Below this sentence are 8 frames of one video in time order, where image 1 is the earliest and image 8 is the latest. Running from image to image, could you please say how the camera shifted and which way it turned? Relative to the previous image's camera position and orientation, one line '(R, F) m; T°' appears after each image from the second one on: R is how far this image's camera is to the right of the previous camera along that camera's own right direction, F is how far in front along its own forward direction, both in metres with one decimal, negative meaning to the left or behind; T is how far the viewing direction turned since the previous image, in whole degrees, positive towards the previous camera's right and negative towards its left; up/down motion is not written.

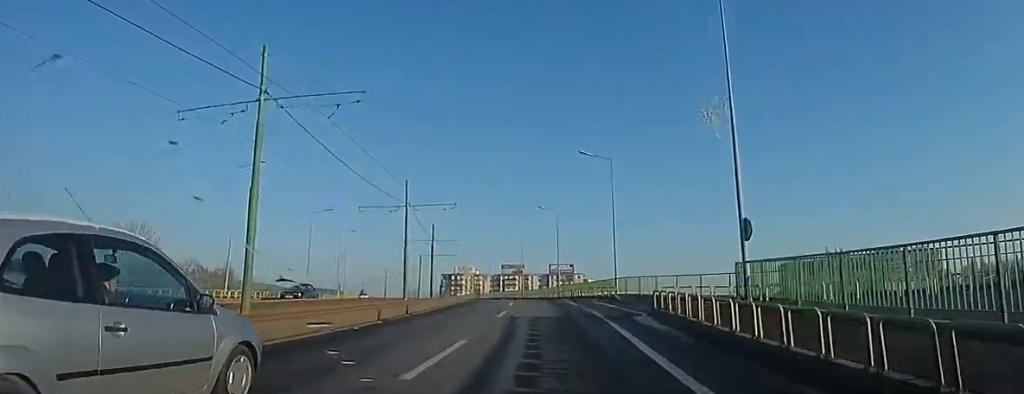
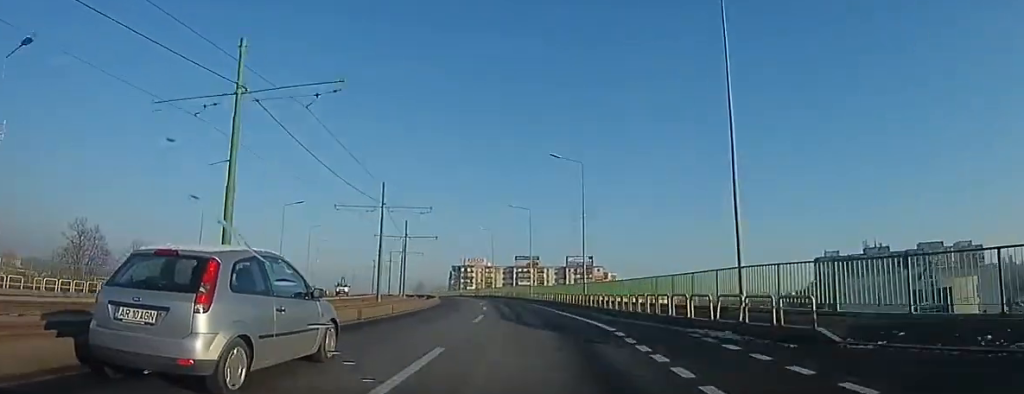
(-0.5, +22.4) m; -3°
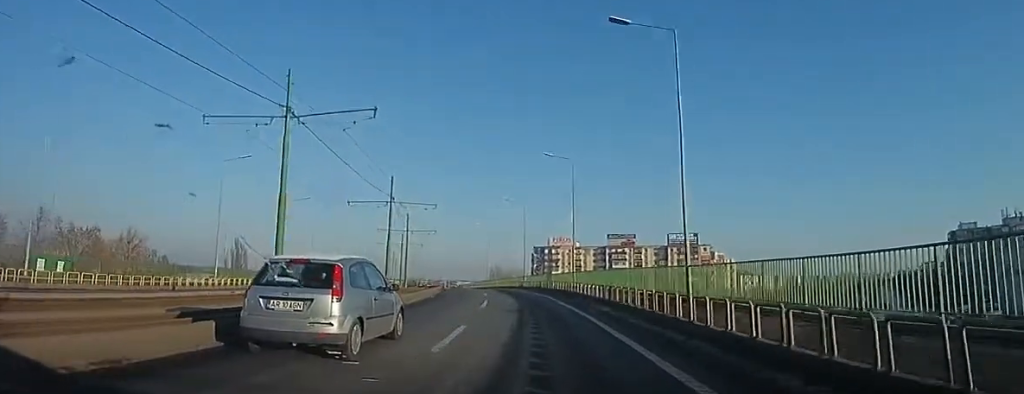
(-1.4, +40.4) m; -6°
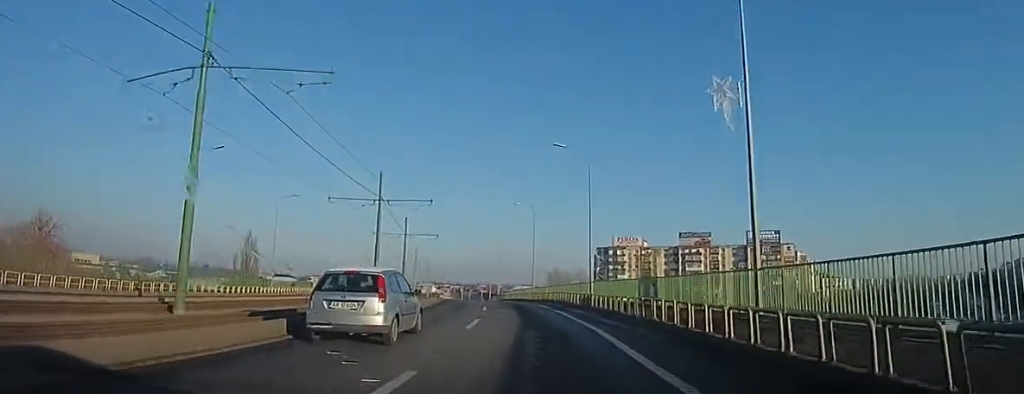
(-2.0, +27.3) m; -6°
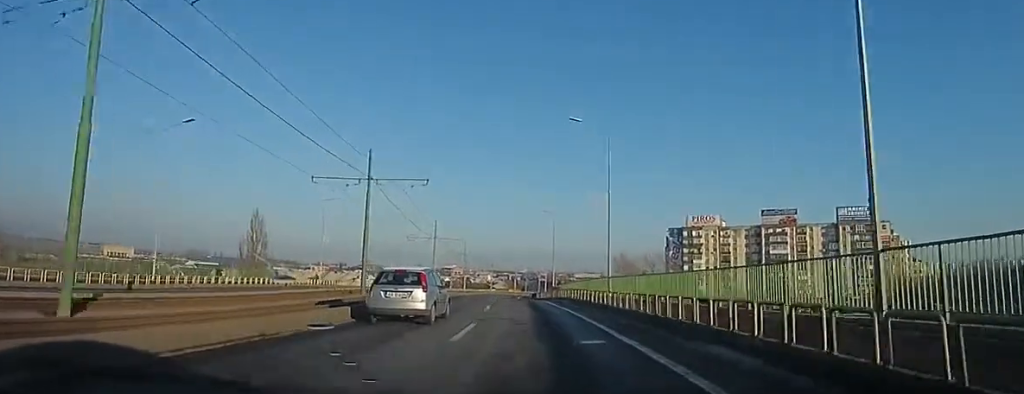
(-0.9, +27.0) m; -6°
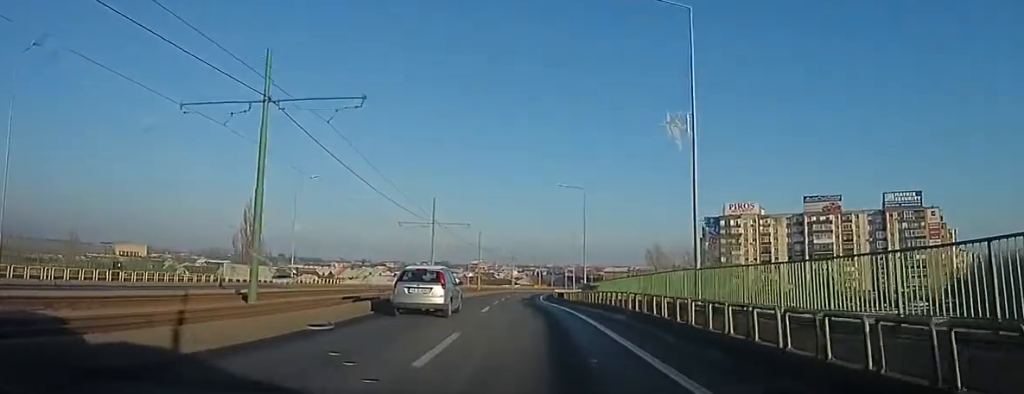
(+0.2, +14.0) m; -3°
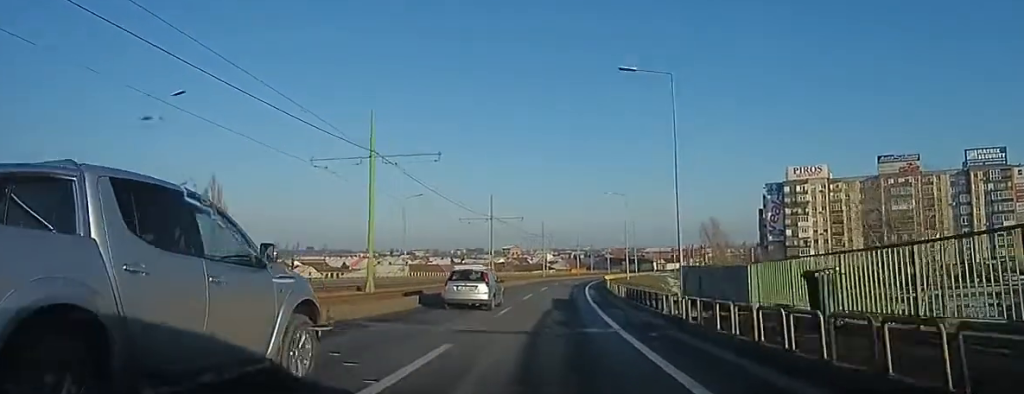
(-2.3, +25.2) m; -5°
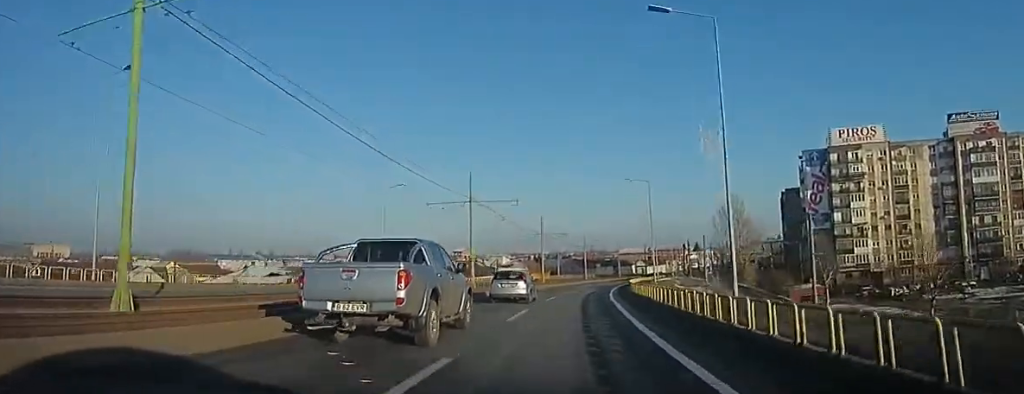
(+1.9, +46.3) m; +5°
